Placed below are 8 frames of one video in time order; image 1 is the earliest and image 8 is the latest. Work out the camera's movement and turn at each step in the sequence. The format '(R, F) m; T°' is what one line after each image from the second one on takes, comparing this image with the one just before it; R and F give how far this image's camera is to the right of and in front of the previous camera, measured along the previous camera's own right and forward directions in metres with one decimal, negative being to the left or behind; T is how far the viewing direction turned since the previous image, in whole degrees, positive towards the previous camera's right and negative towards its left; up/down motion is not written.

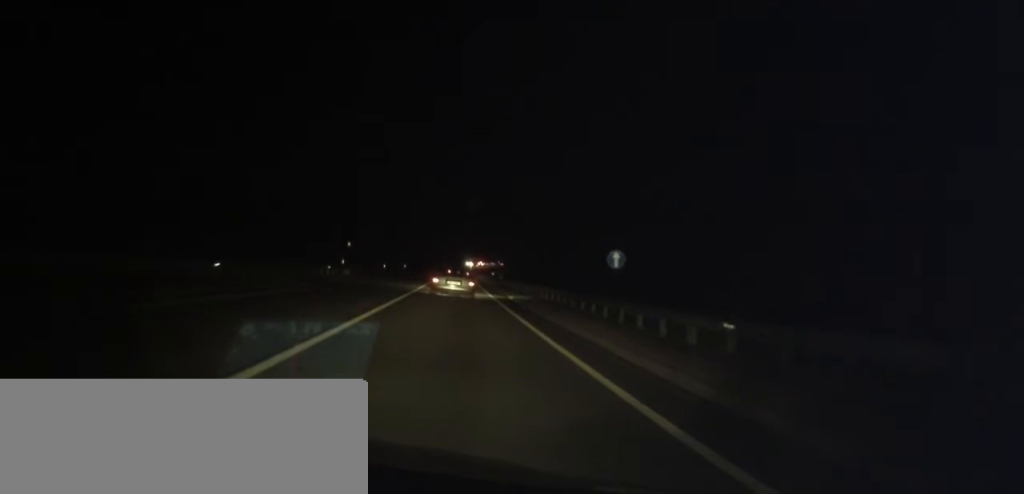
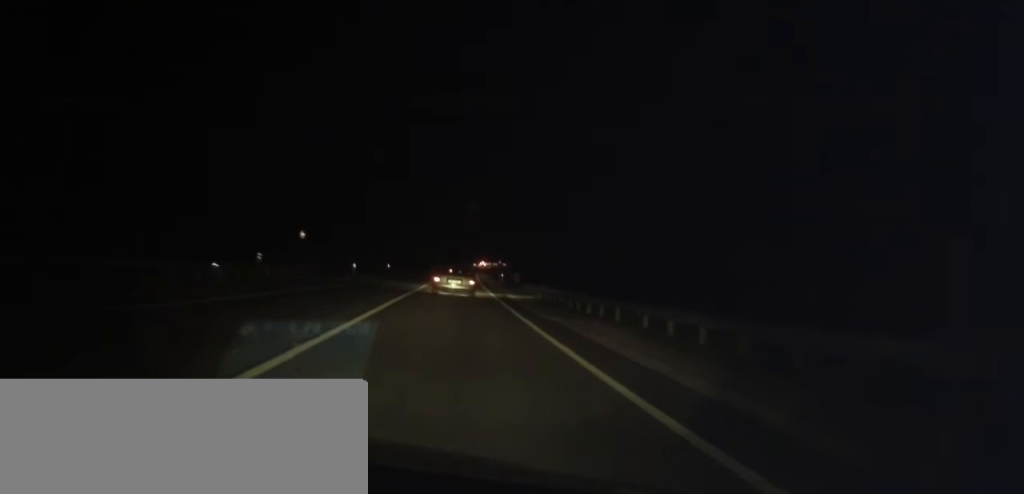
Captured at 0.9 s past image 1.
(+0.1, +20.7) m; 0°
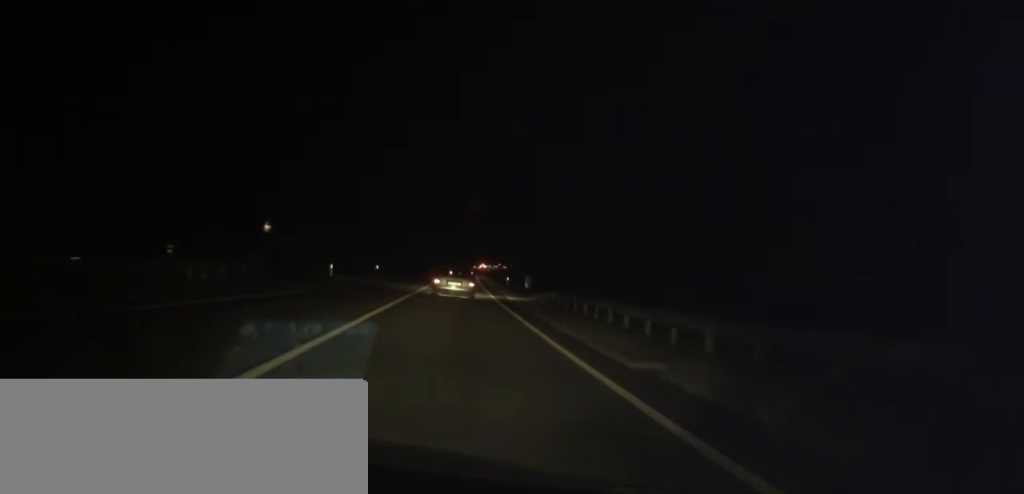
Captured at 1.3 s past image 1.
(-0.1, +9.2) m; 0°
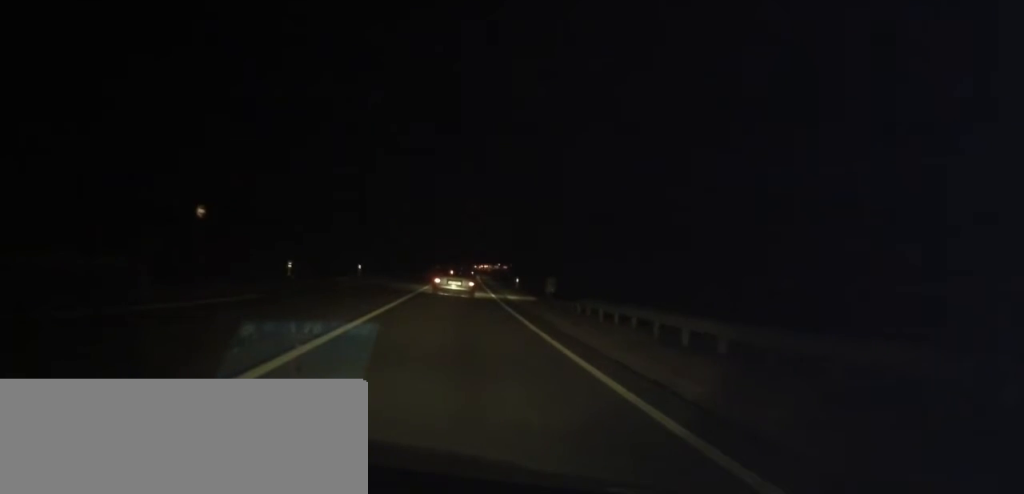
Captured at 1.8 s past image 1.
(0.0, +10.8) m; 0°
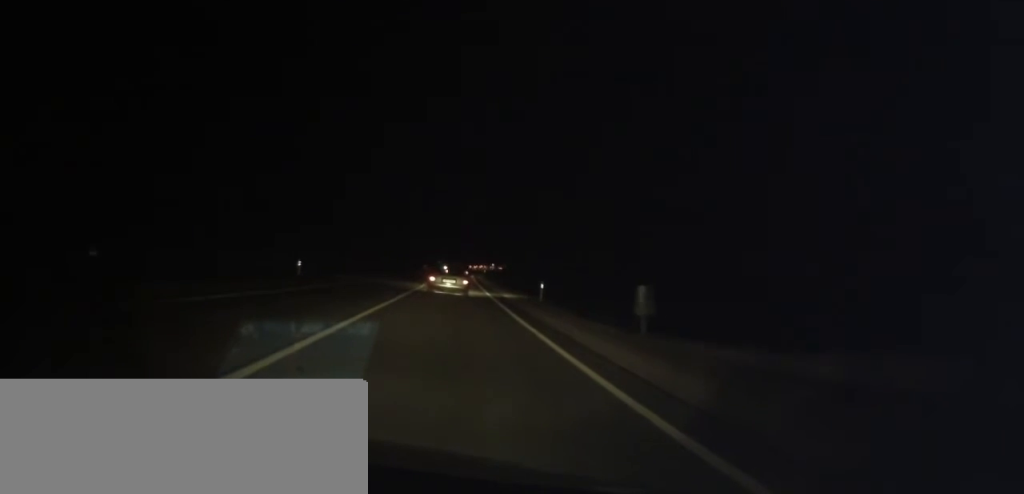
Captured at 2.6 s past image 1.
(+0.2, +18.4) m; 0°
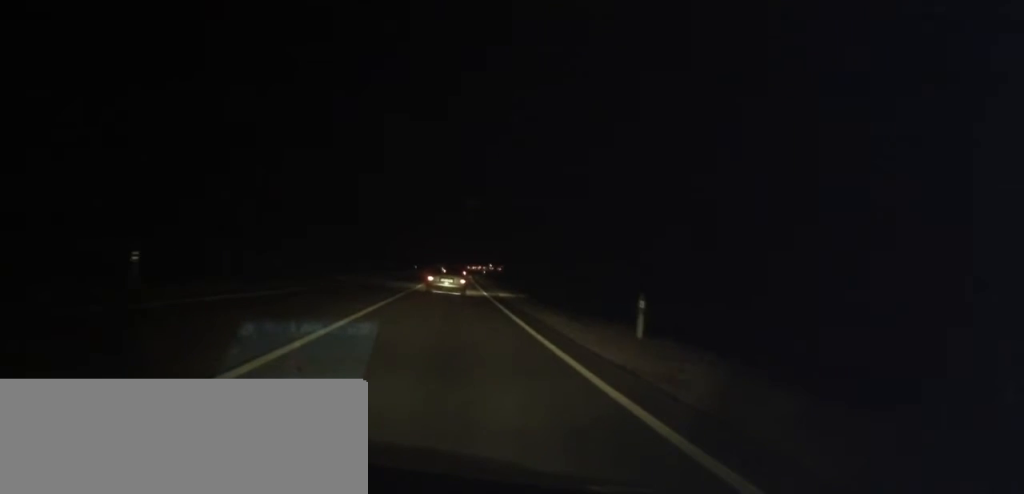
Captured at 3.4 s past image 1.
(-0.2, +18.1) m; 0°
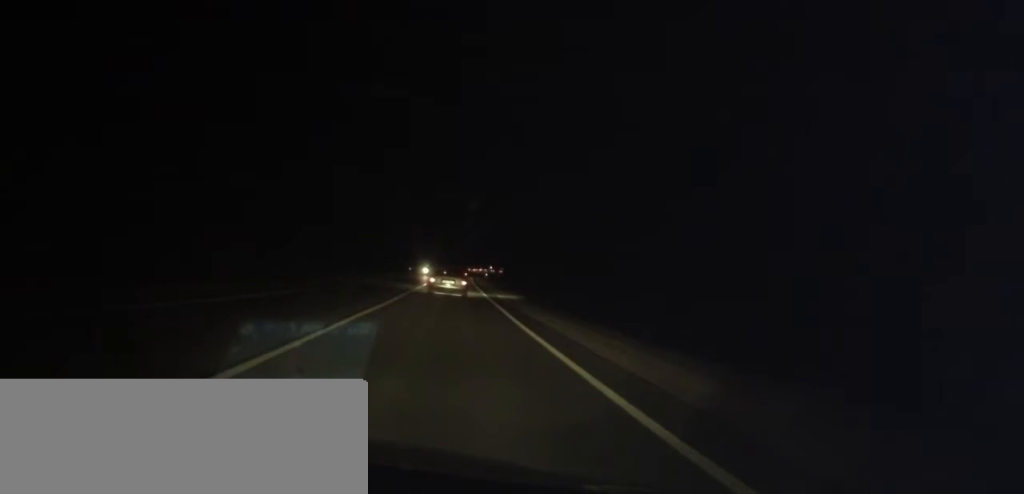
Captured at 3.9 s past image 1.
(0.0, +12.0) m; 0°
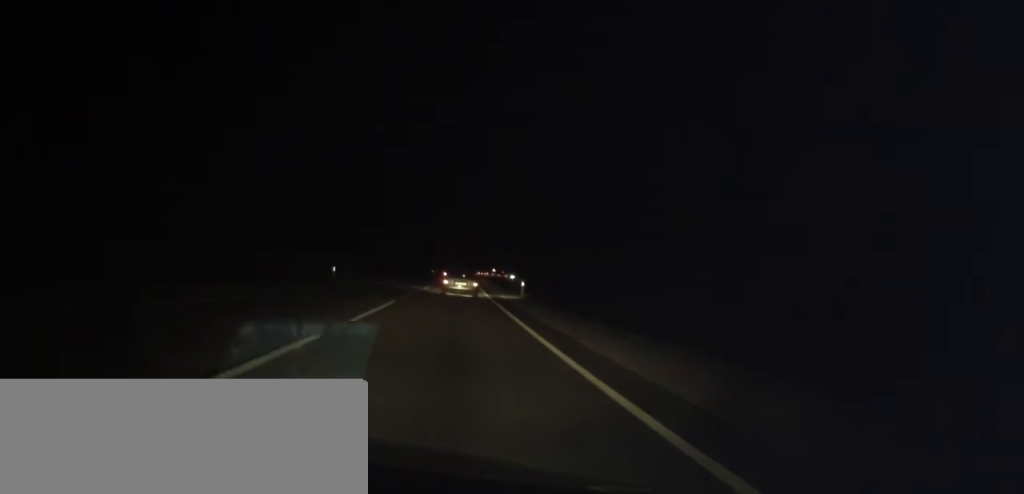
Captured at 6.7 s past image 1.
(+1.2, +61.6) m; +1°
